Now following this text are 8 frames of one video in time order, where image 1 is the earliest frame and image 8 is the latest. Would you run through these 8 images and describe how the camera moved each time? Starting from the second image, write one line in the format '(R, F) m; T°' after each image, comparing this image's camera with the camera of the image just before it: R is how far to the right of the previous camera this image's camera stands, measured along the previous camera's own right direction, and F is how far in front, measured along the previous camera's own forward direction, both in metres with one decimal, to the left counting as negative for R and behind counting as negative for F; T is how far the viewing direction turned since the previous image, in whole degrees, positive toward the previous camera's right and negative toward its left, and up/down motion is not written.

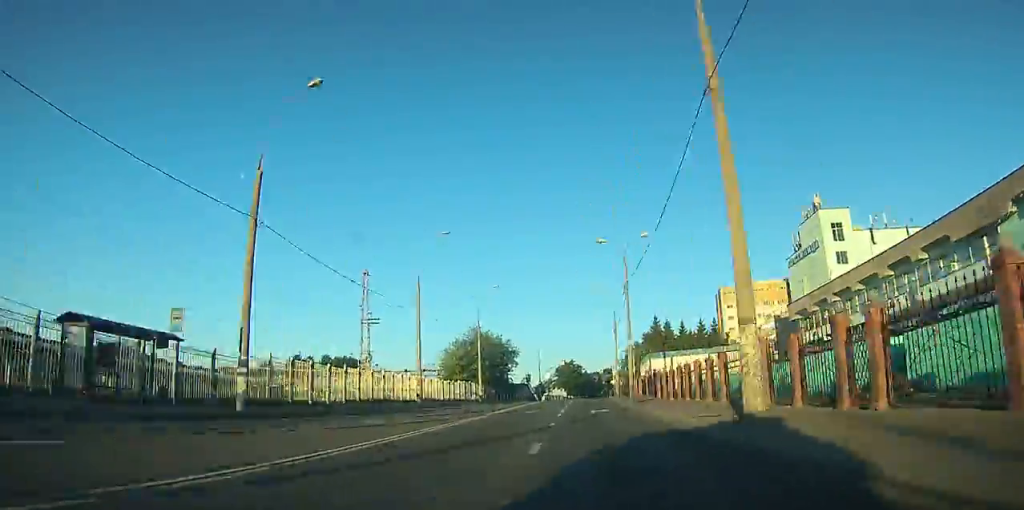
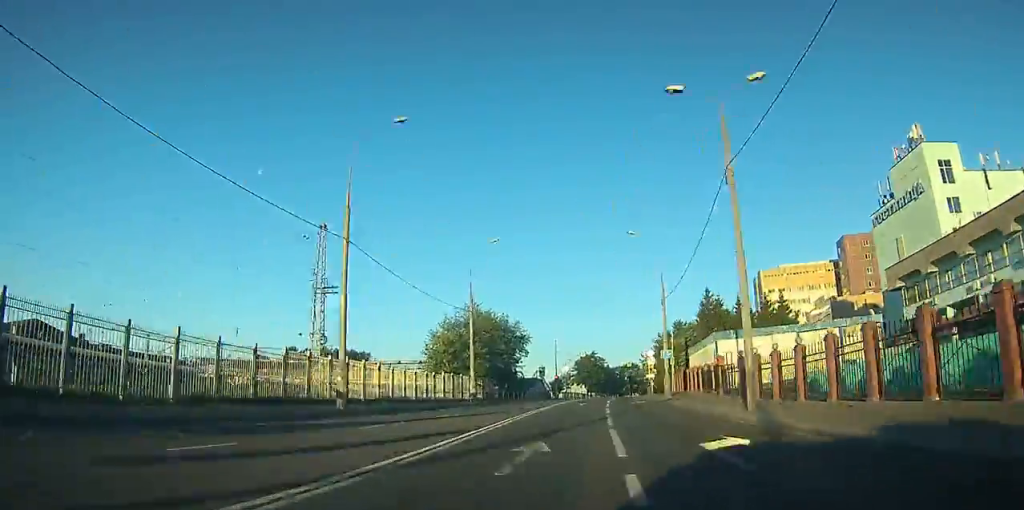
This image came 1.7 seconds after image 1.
(0.0, +19.9) m; 0°
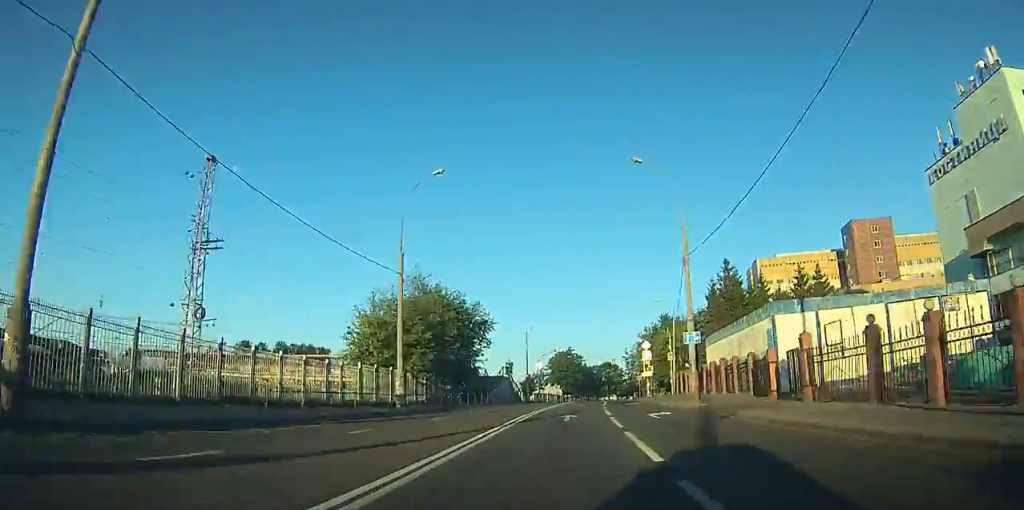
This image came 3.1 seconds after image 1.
(-0.2, +17.6) m; +1°
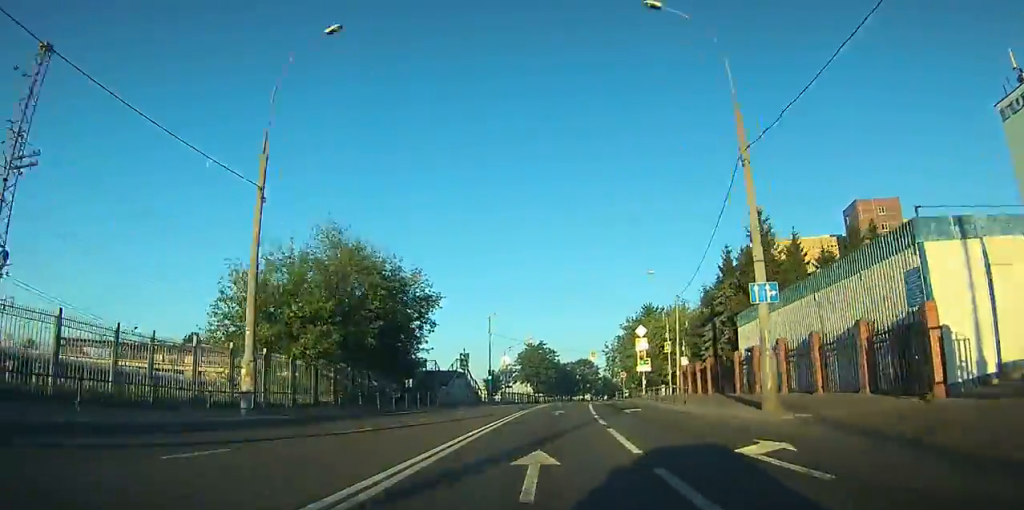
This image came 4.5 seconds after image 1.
(-0.3, +16.4) m; +1°
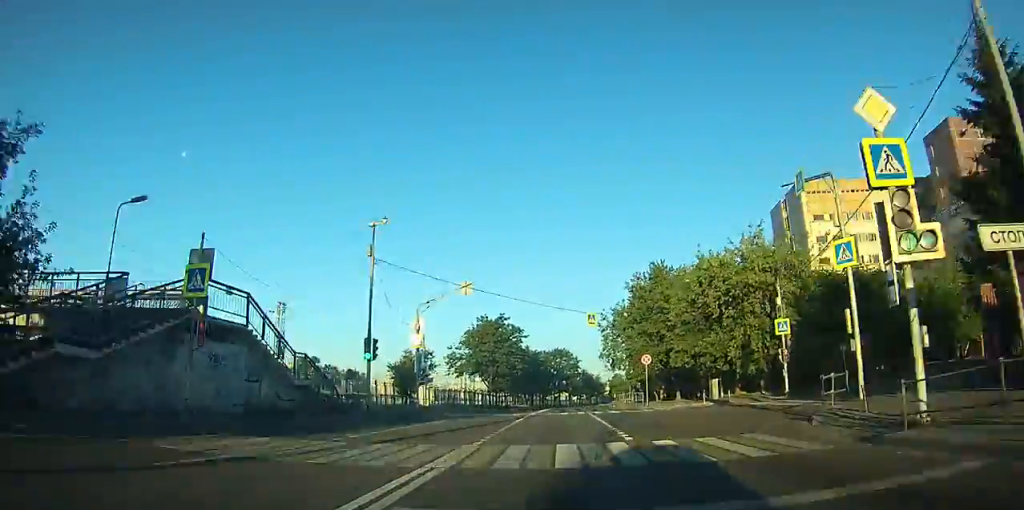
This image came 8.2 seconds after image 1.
(+1.9, +46.8) m; +4°
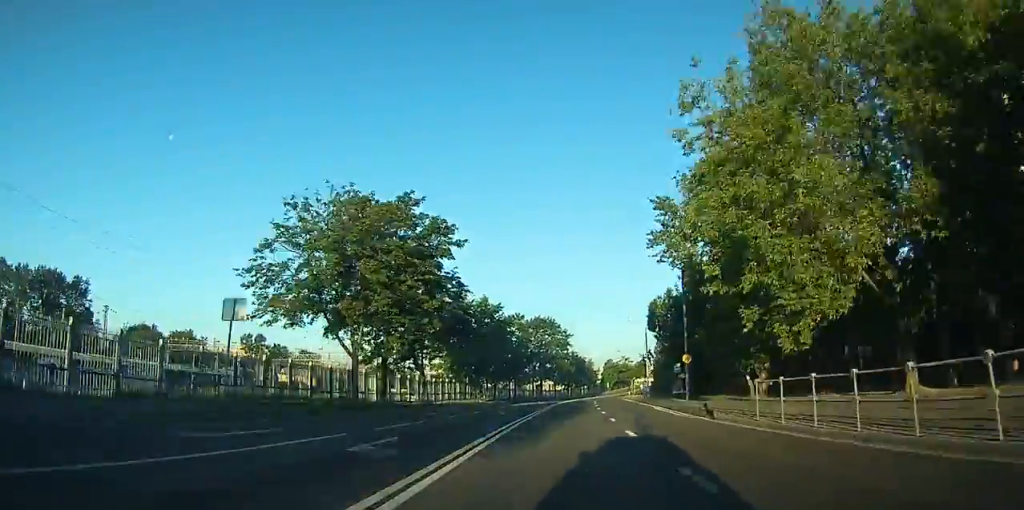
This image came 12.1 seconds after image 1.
(+1.6, +50.4) m; +3°
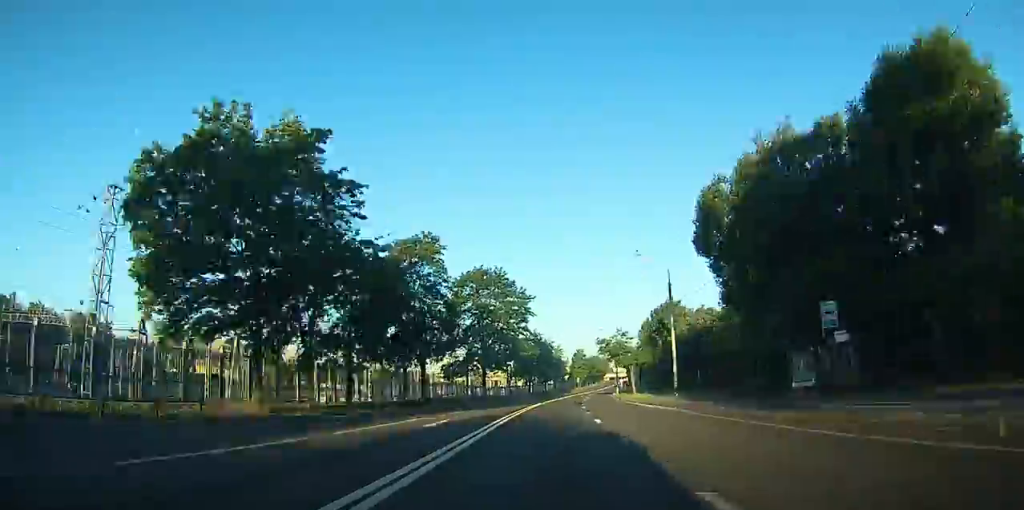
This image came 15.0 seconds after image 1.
(+0.6, +40.6) m; +2°
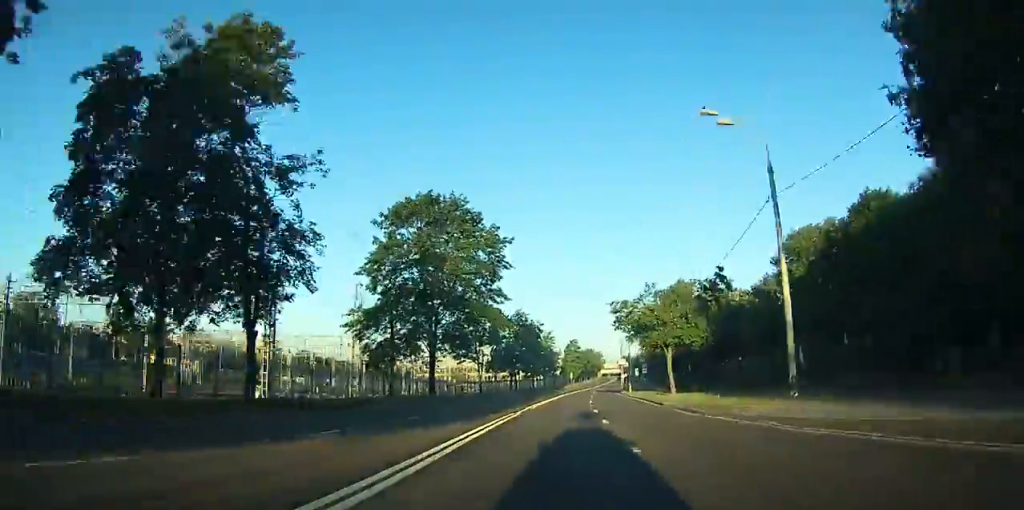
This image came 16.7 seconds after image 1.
(0.0, +24.1) m; +1°
